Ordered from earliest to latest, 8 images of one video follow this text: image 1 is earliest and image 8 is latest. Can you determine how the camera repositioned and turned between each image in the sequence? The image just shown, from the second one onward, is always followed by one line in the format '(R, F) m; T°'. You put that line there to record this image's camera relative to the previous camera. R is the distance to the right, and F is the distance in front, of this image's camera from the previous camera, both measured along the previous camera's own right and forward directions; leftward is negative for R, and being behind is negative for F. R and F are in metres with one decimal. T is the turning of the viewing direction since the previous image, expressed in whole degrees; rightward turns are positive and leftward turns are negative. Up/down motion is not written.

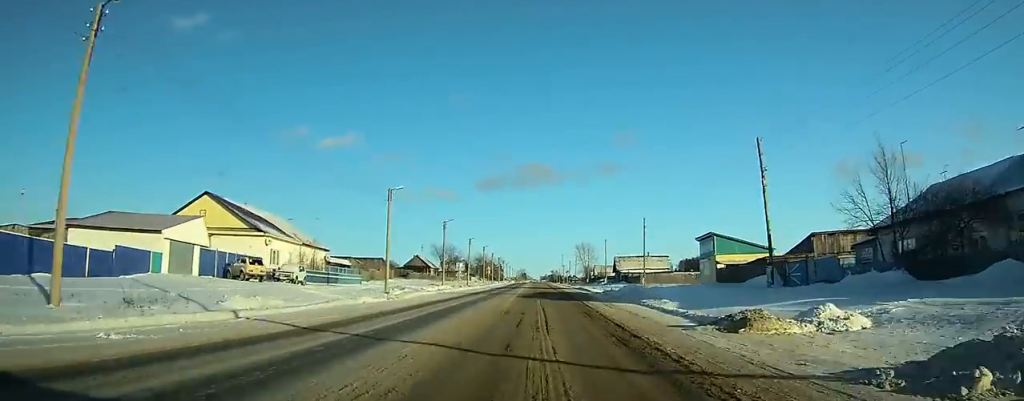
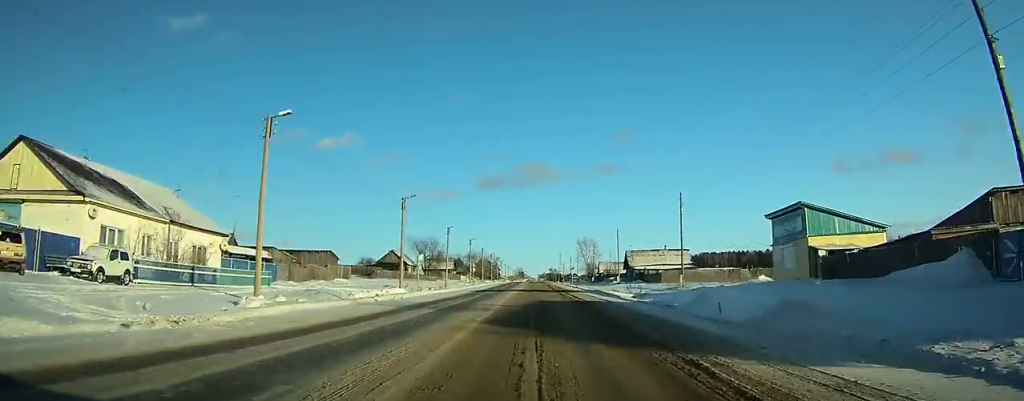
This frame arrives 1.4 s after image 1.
(-0.3, +21.2) m; 0°
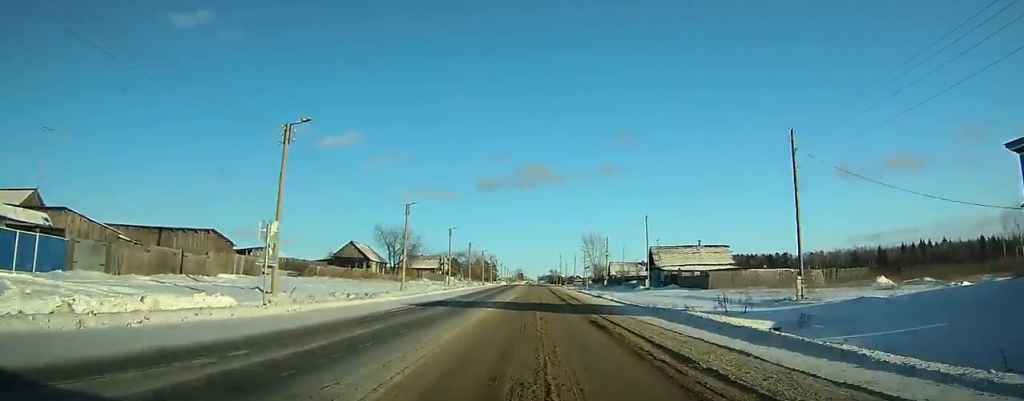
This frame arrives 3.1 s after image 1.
(+0.2, +25.2) m; 0°
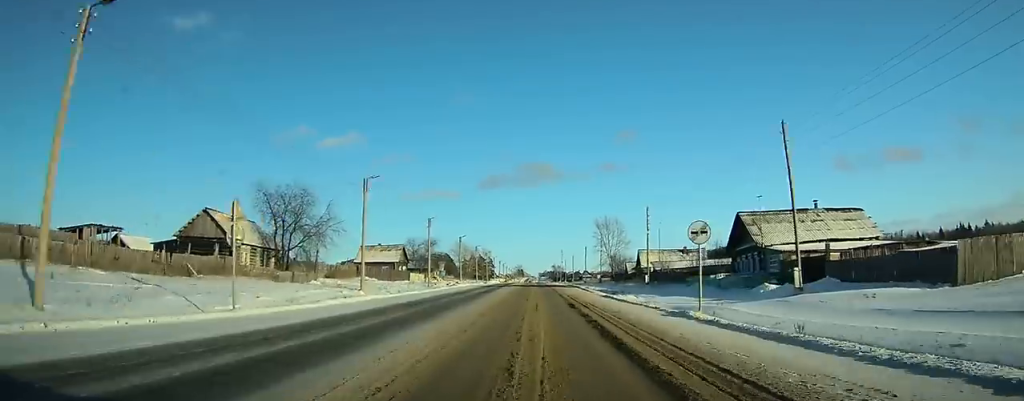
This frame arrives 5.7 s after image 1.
(-0.3, +40.5) m; -1°
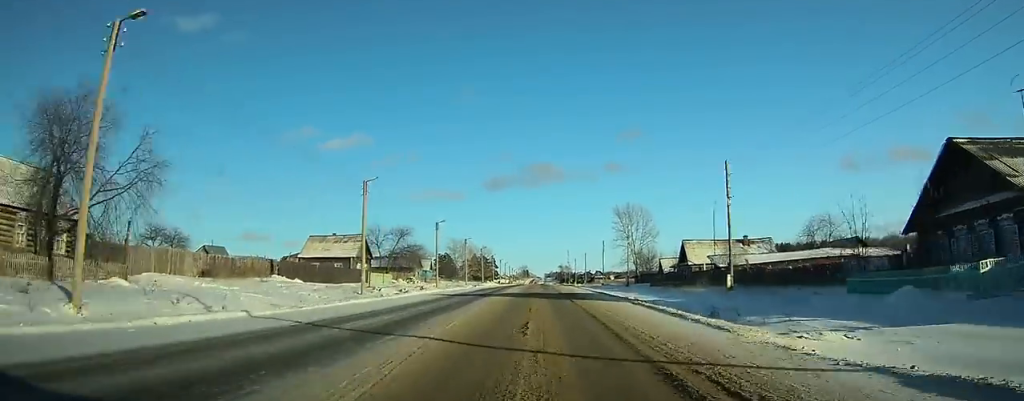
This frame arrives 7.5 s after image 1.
(-0.2, +27.5) m; 0°
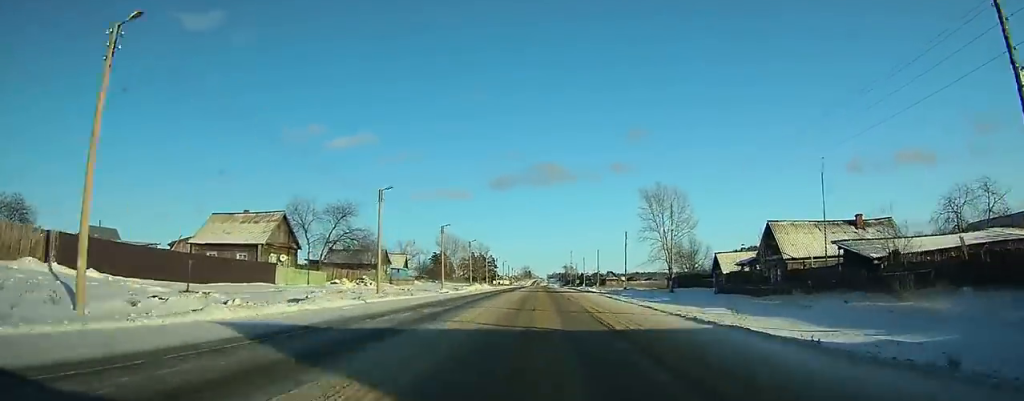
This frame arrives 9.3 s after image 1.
(+0.1, +26.8) m; 0°
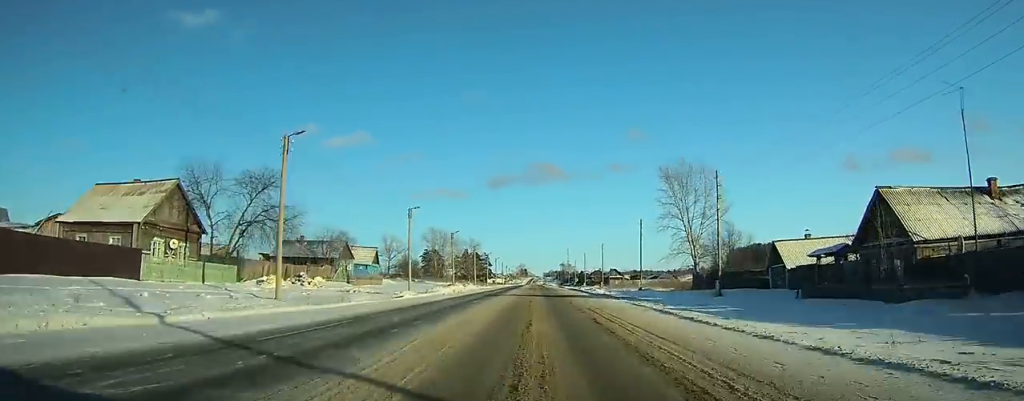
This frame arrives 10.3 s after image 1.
(+0.1, +16.6) m; 0°
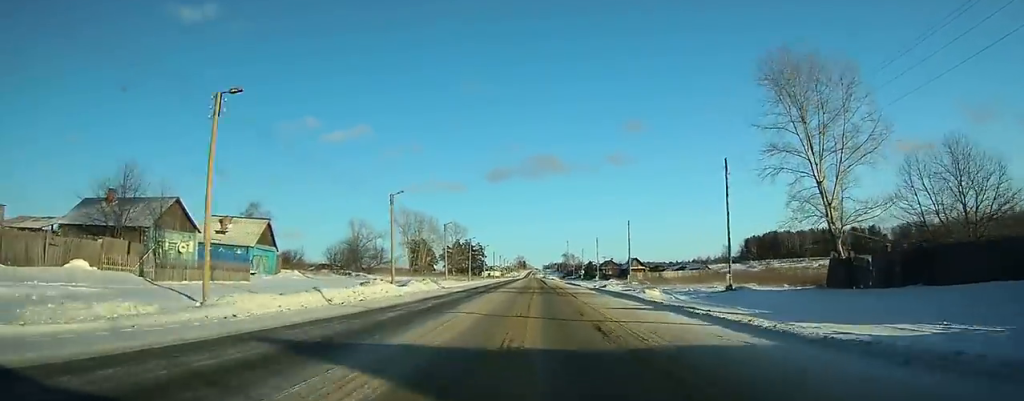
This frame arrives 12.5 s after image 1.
(+0.2, +34.8) m; 0°
